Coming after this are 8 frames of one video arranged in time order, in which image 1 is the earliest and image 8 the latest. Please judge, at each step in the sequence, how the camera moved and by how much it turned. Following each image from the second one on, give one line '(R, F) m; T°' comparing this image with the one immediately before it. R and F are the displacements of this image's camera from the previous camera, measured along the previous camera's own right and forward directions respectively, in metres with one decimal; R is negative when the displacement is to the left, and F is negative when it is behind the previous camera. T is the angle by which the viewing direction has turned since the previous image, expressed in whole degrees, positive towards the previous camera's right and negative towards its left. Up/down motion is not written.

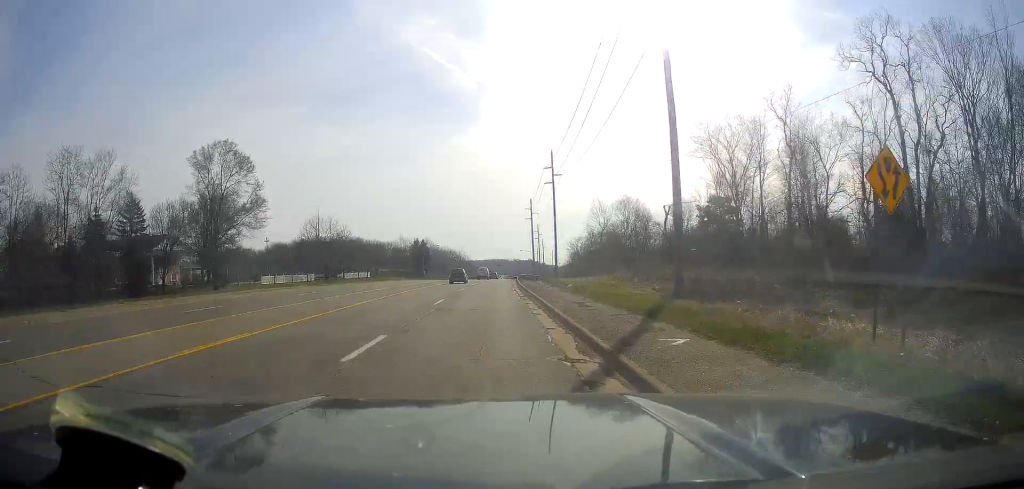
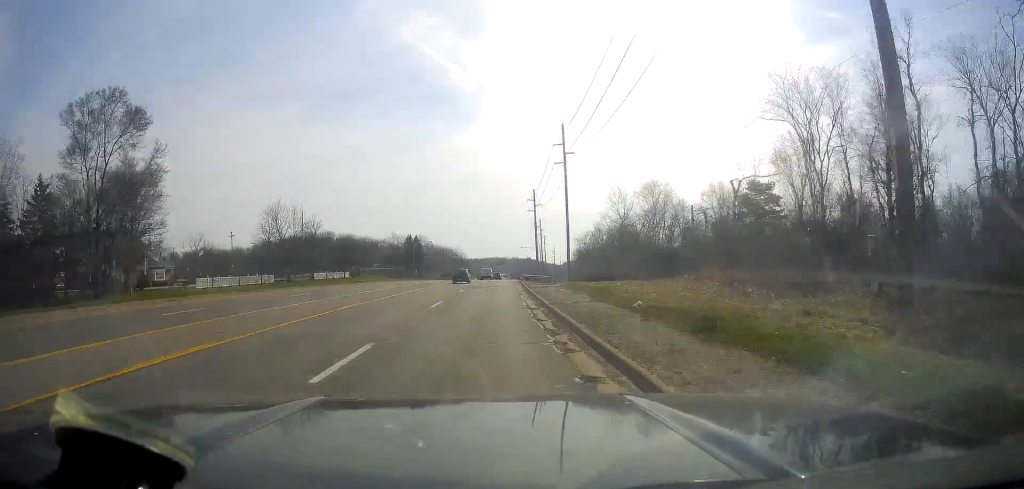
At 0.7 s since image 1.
(0.0, +17.0) m; +1°
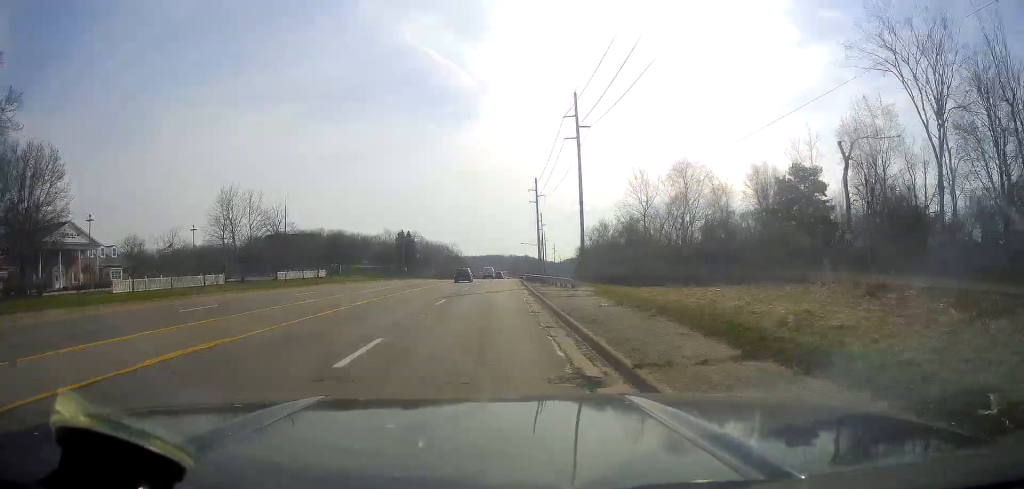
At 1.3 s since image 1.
(+0.1, +14.0) m; 0°
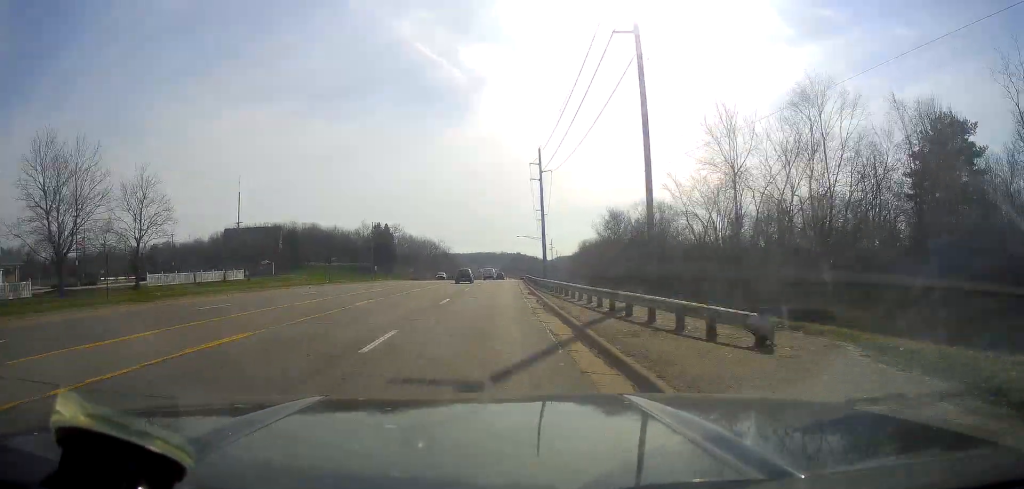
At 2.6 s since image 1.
(+0.1, +29.1) m; 0°
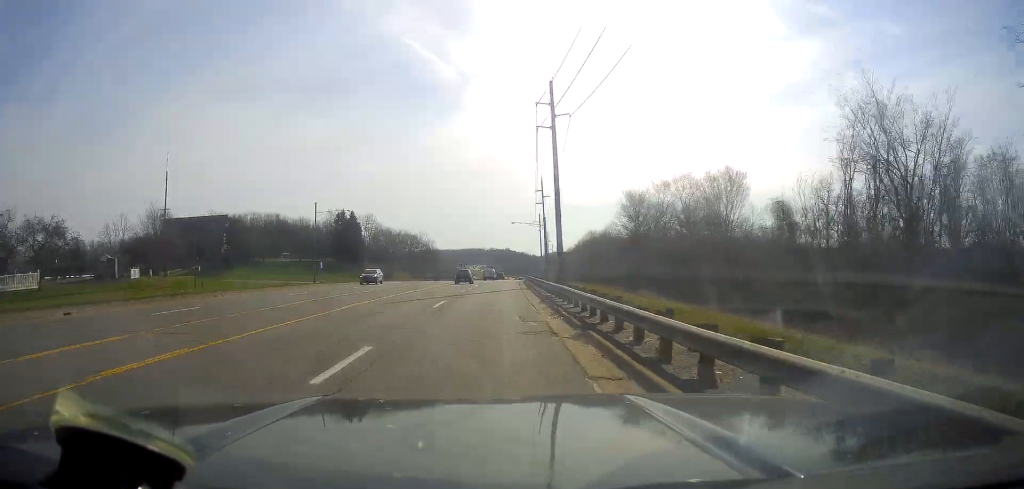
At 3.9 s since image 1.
(+0.2, +32.7) m; +1°
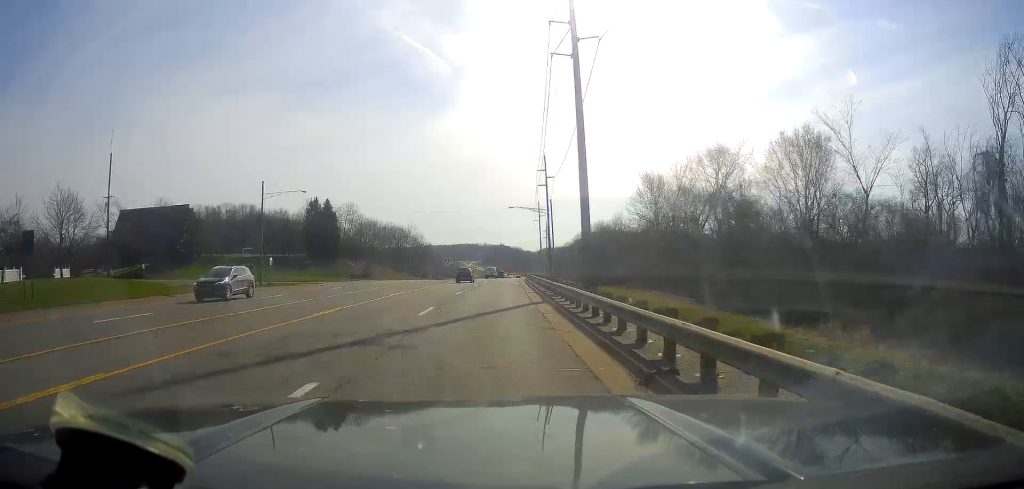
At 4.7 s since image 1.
(0.0, +19.1) m; 0°
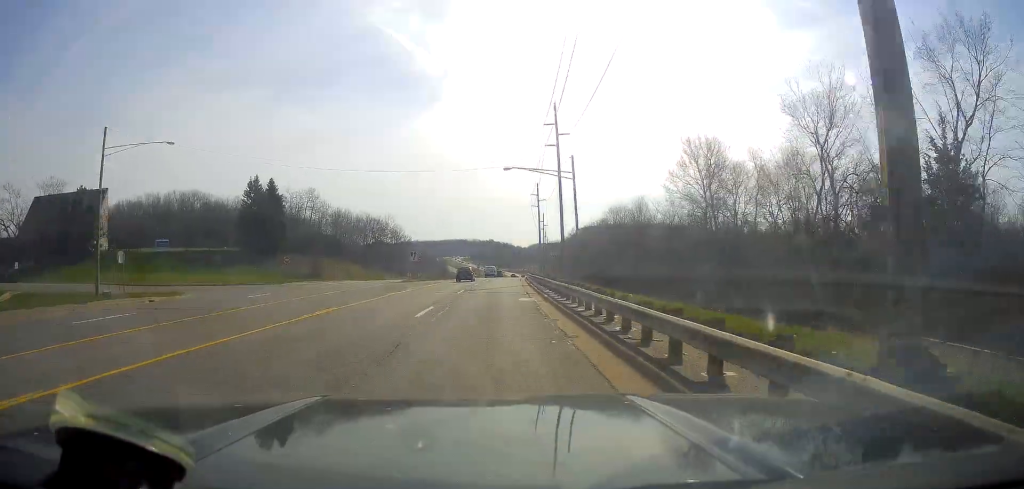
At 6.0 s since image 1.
(0.0, +30.5) m; +1°
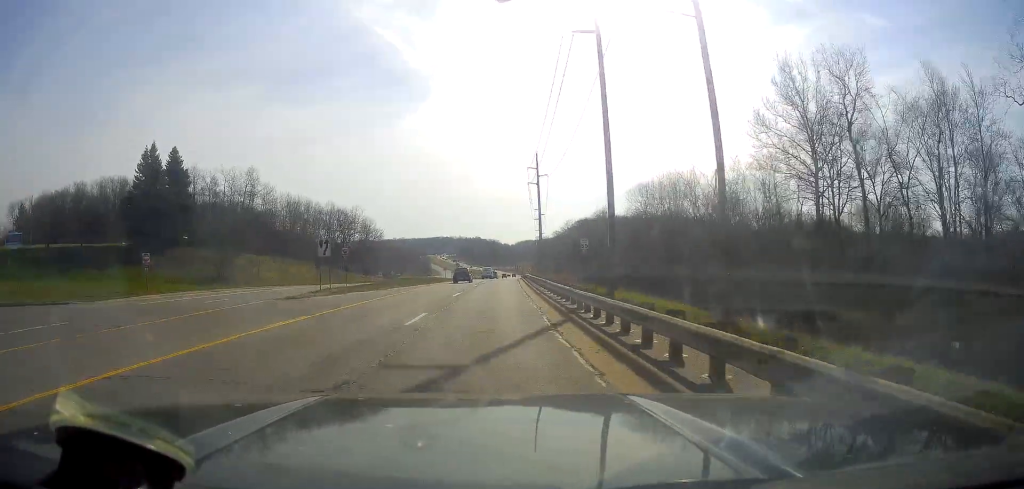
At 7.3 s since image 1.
(+1.0, +32.6) m; +2°
